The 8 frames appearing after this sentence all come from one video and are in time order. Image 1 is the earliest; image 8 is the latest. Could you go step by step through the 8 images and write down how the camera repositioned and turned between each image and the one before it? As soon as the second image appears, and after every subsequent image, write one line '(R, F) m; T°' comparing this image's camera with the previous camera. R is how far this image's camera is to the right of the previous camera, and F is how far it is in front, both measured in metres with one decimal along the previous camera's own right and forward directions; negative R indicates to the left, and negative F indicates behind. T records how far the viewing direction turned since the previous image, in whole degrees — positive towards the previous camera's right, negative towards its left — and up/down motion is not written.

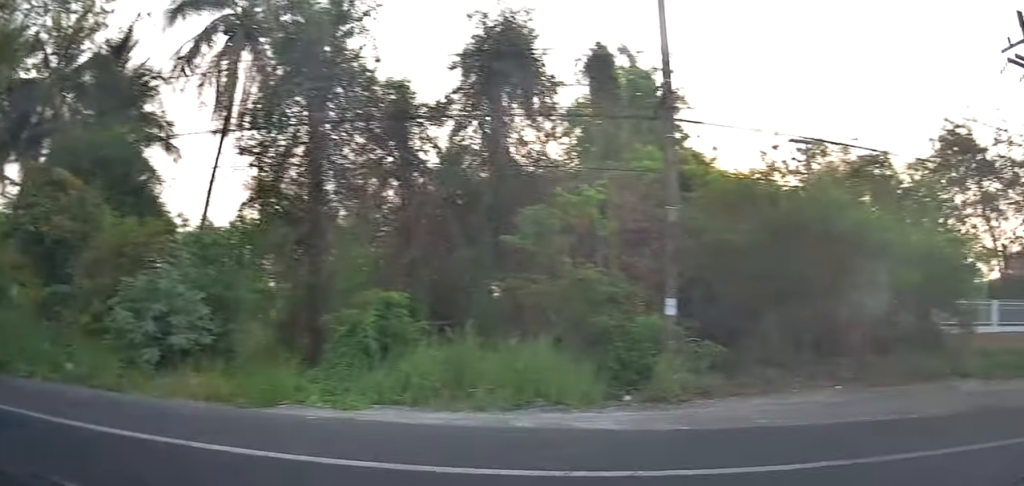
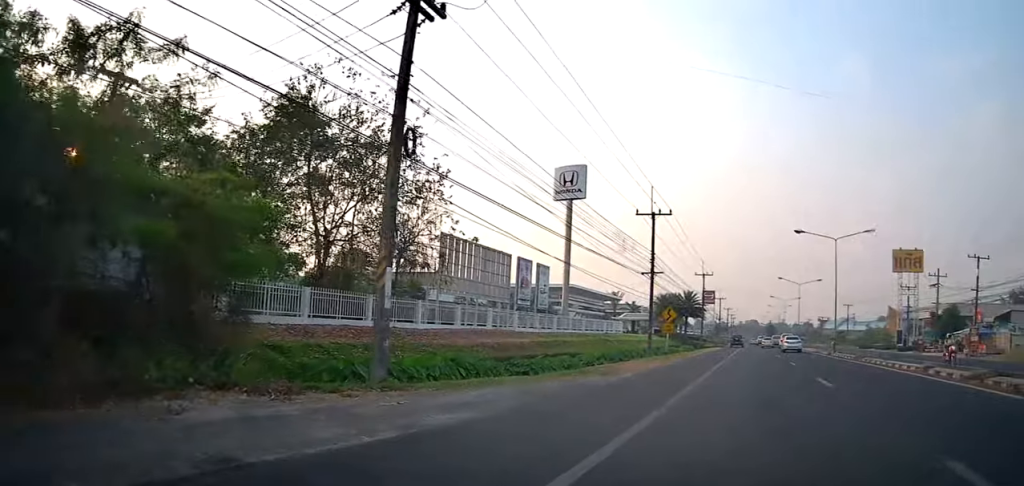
(+3.1, +5.2) m; +52°
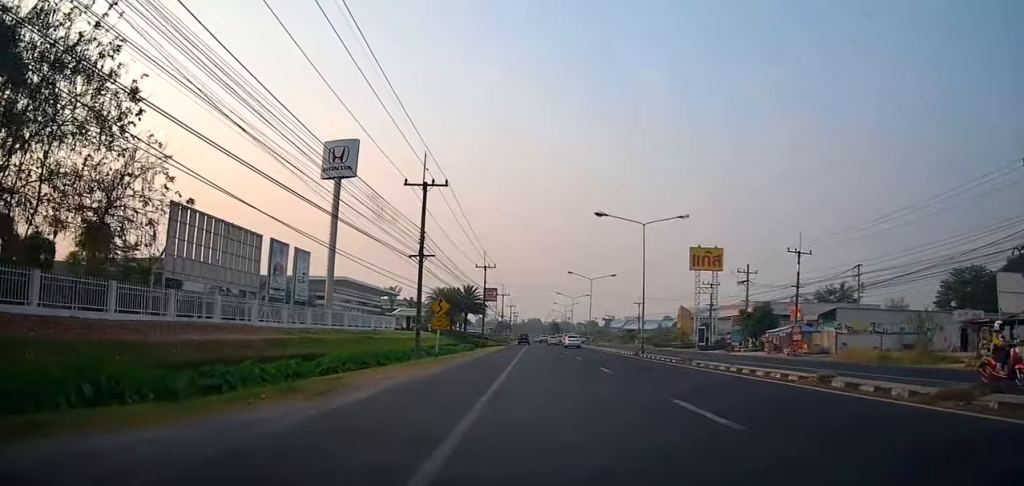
(+1.1, +8.2) m; +11°
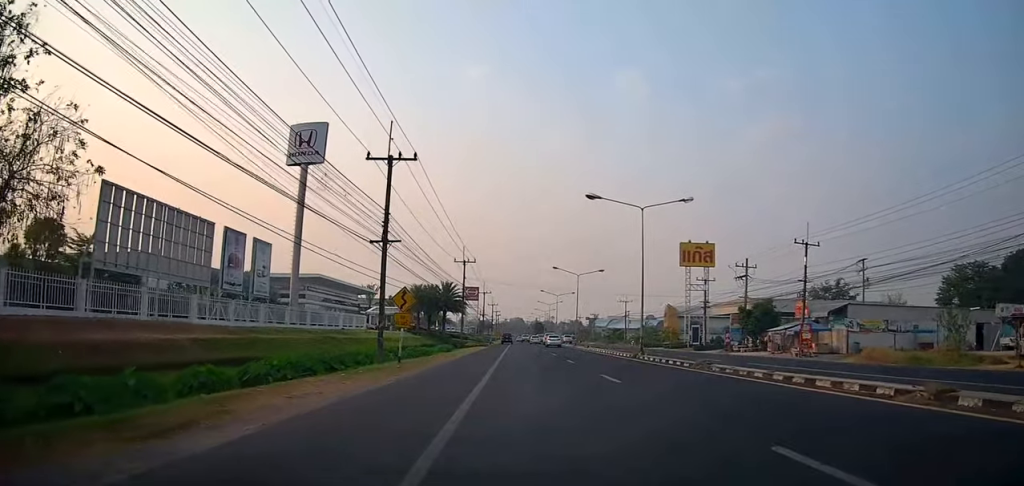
(+0.3, +5.0) m; +5°
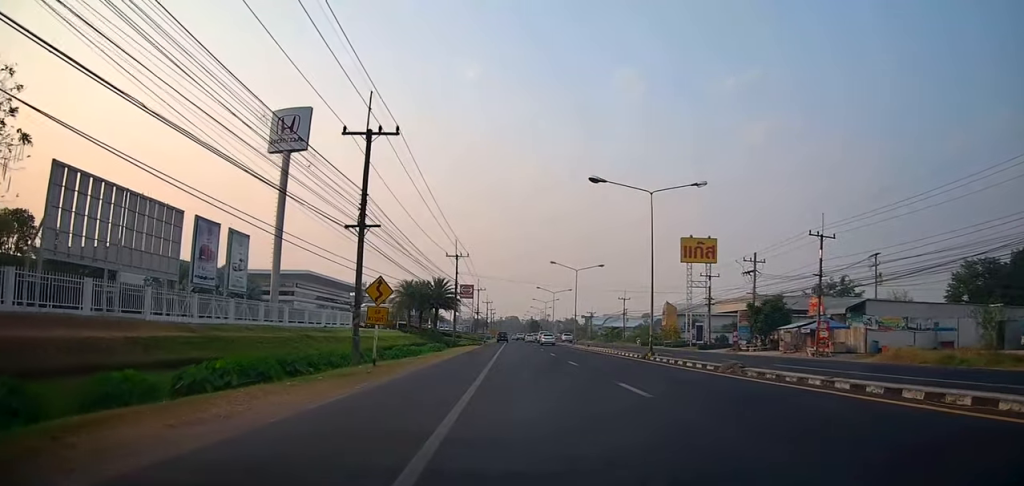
(+0.3, +3.4) m; +4°
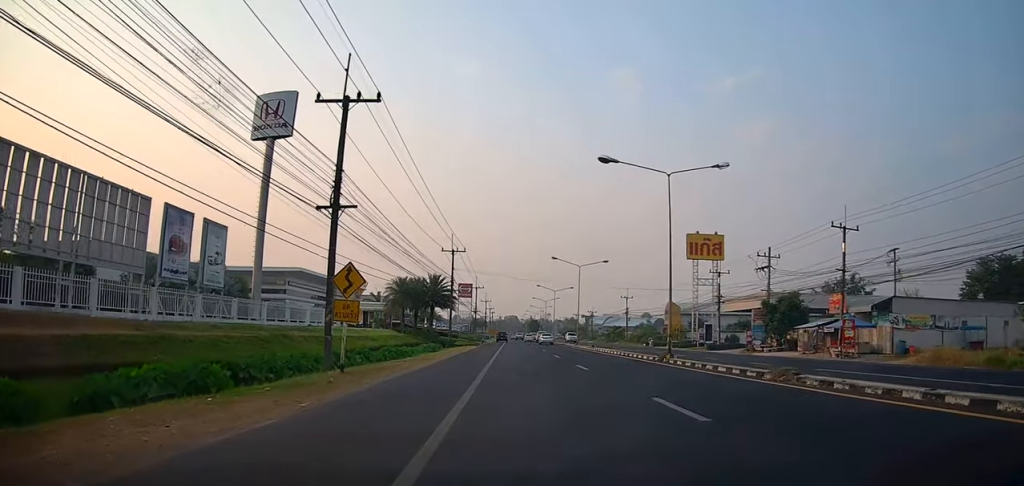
(+0.1, +3.7) m; +1°
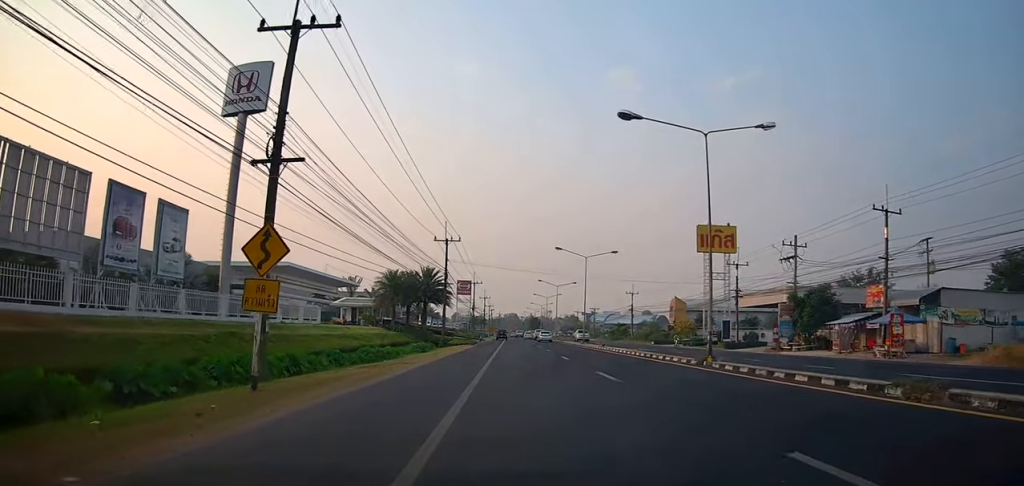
(0.0, +5.4) m; +1°
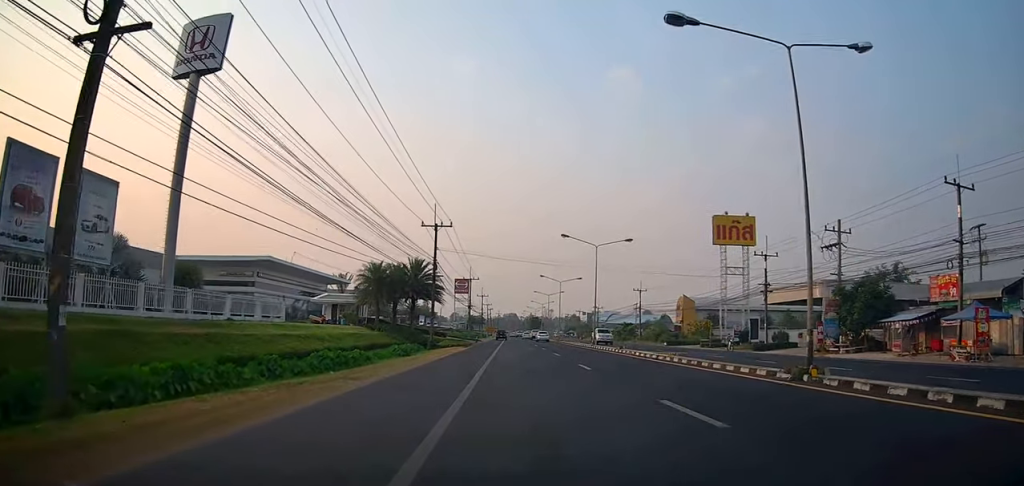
(+0.1, +7.5) m; +1°
